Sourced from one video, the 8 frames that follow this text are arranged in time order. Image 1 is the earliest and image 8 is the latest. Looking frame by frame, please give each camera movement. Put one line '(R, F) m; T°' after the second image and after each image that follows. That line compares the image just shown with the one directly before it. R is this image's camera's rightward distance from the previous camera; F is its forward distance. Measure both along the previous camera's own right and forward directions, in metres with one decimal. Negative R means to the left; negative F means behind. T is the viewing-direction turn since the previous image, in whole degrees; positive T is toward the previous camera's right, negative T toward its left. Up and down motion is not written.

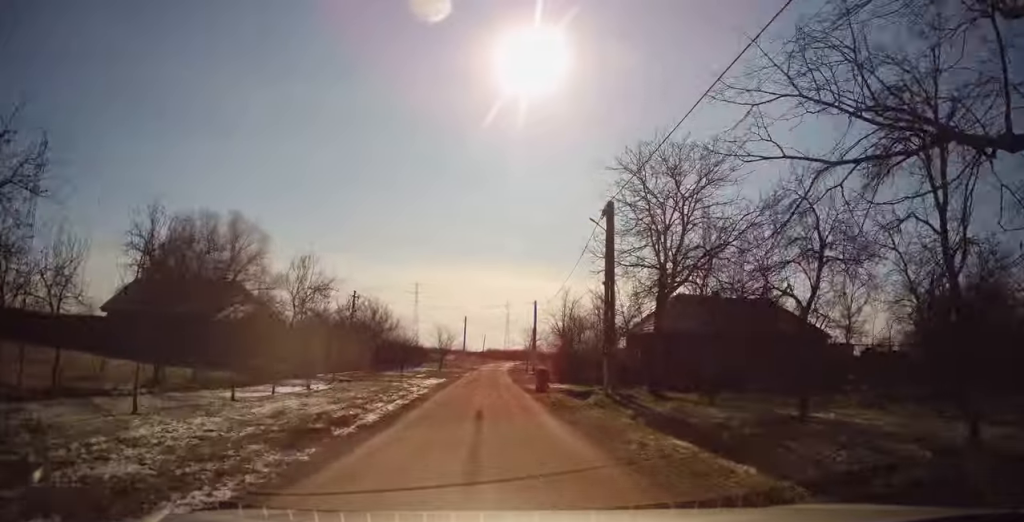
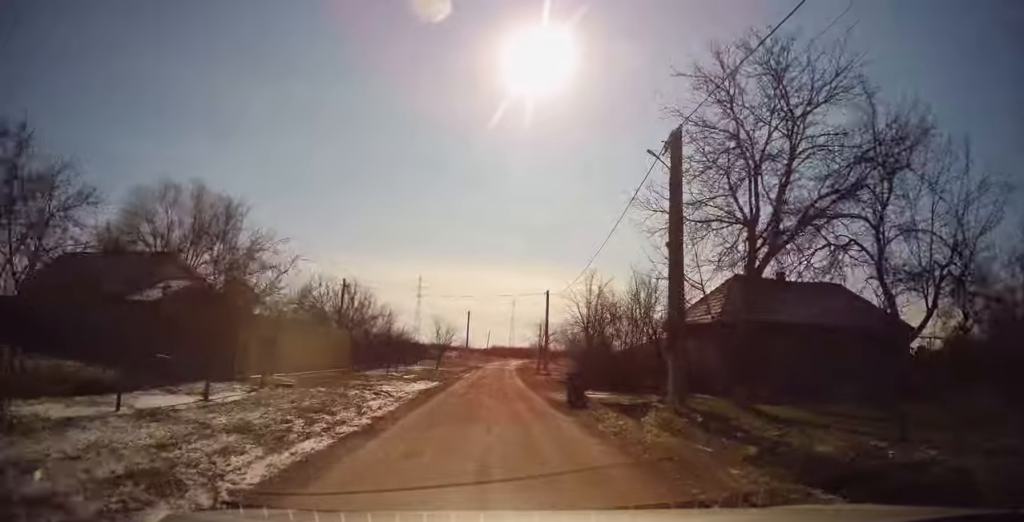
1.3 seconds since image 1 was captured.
(0.0, +8.1) m; +1°
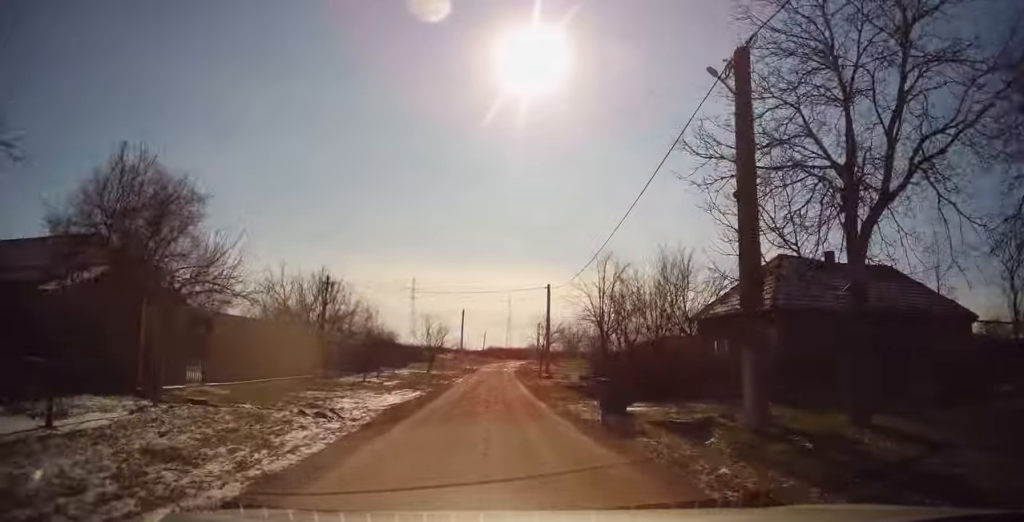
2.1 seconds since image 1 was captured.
(0.0, +5.0) m; +2°
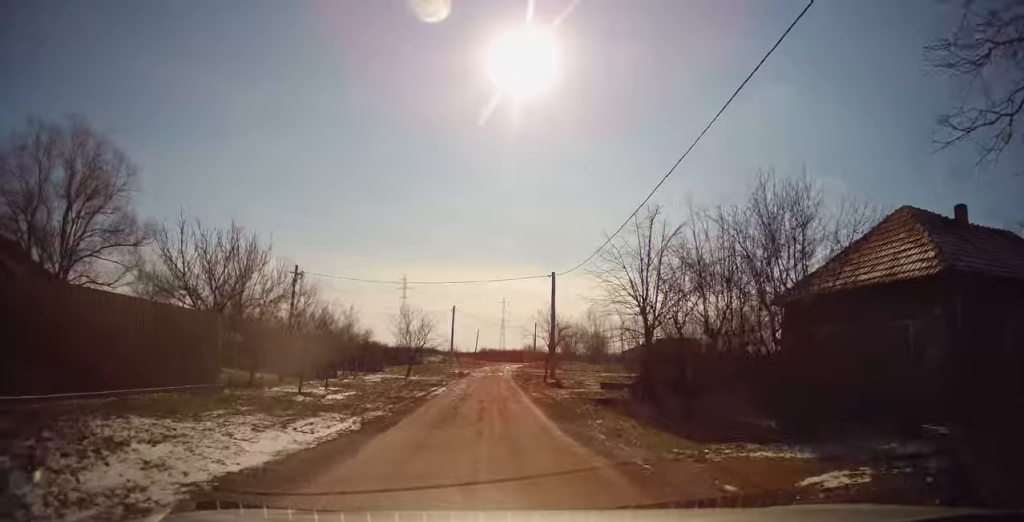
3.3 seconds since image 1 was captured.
(+0.2, +8.5) m; 0°
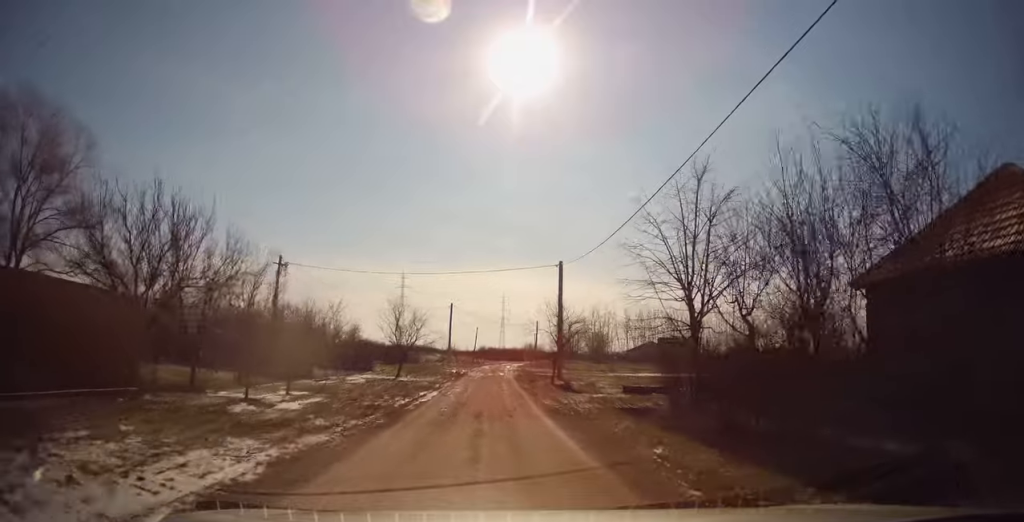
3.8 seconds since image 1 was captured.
(-0.2, +4.2) m; 0°
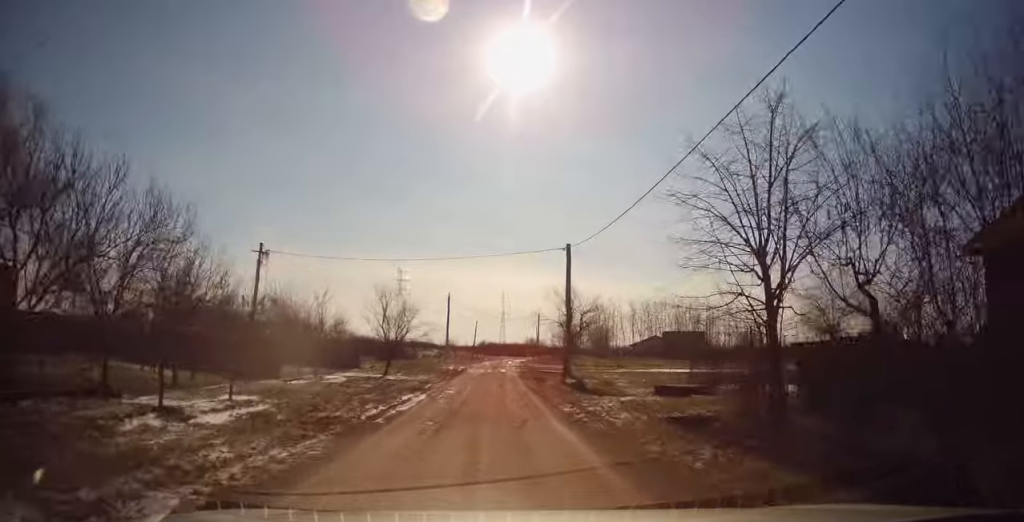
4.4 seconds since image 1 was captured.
(+0.1, +4.0) m; 0°
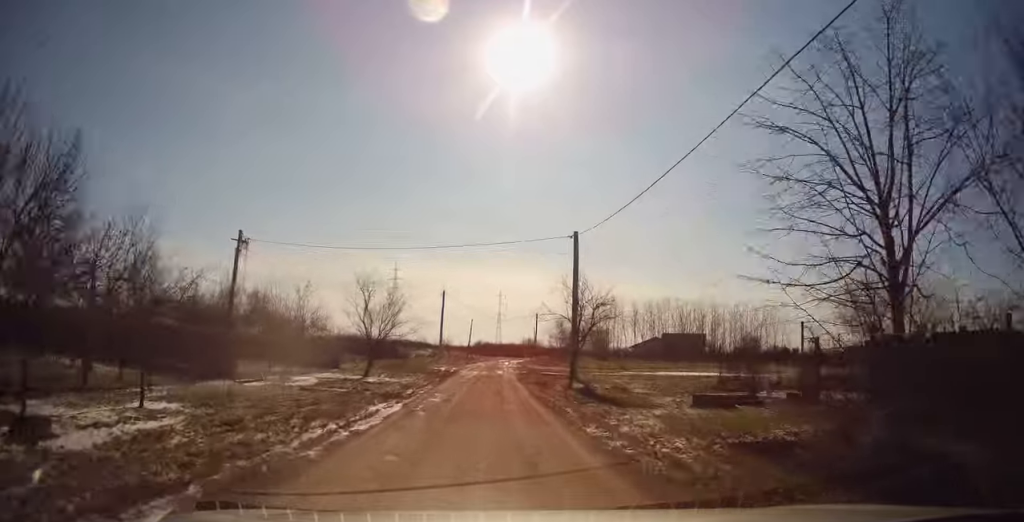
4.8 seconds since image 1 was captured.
(+0.2, +3.6) m; 0°
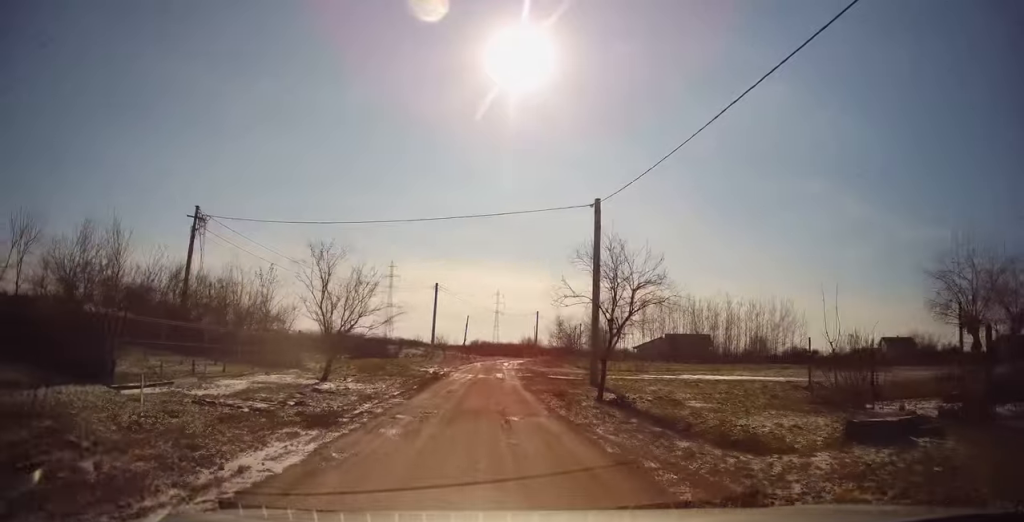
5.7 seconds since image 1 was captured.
(-0.2, +6.3) m; 0°
